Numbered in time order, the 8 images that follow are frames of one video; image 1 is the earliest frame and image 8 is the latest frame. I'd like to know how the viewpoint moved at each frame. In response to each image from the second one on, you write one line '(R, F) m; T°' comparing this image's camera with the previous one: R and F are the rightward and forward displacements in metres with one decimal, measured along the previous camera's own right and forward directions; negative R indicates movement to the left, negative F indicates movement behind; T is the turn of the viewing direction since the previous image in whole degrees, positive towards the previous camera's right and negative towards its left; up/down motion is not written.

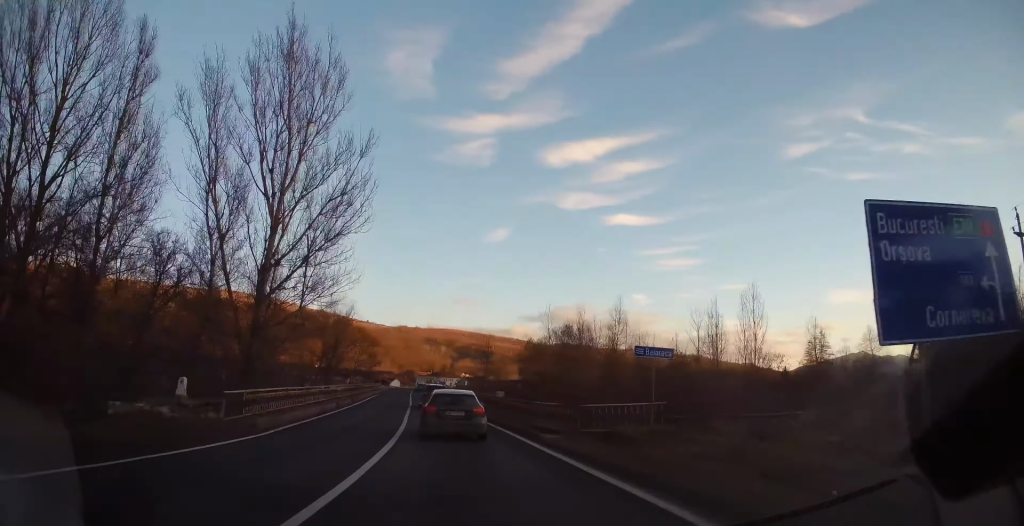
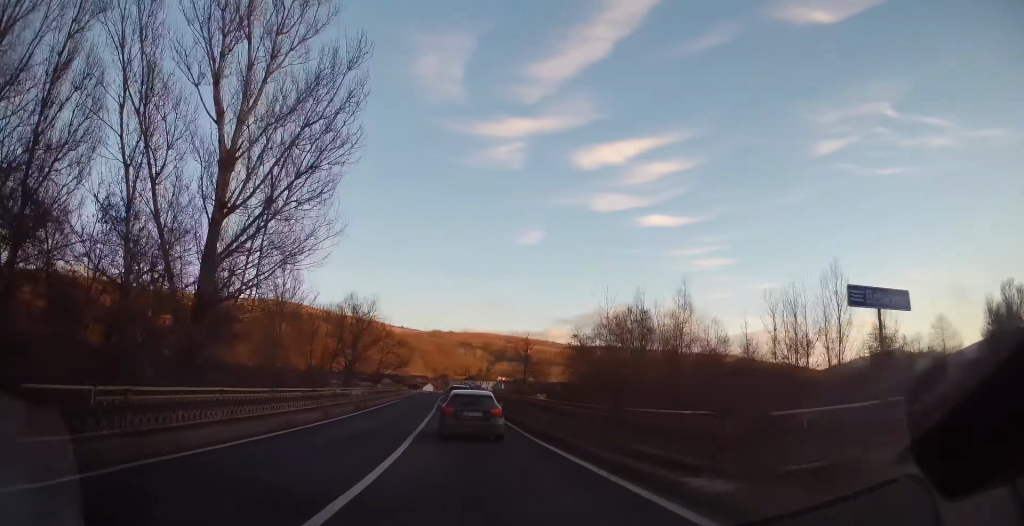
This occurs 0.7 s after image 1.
(-0.6, +9.2) m; -3°
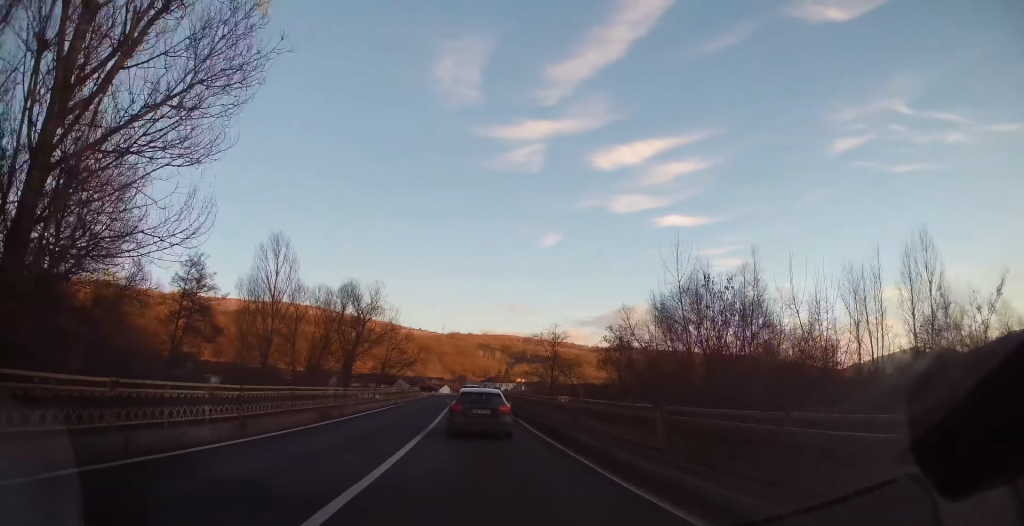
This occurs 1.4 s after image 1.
(-0.3, +9.8) m; -1°
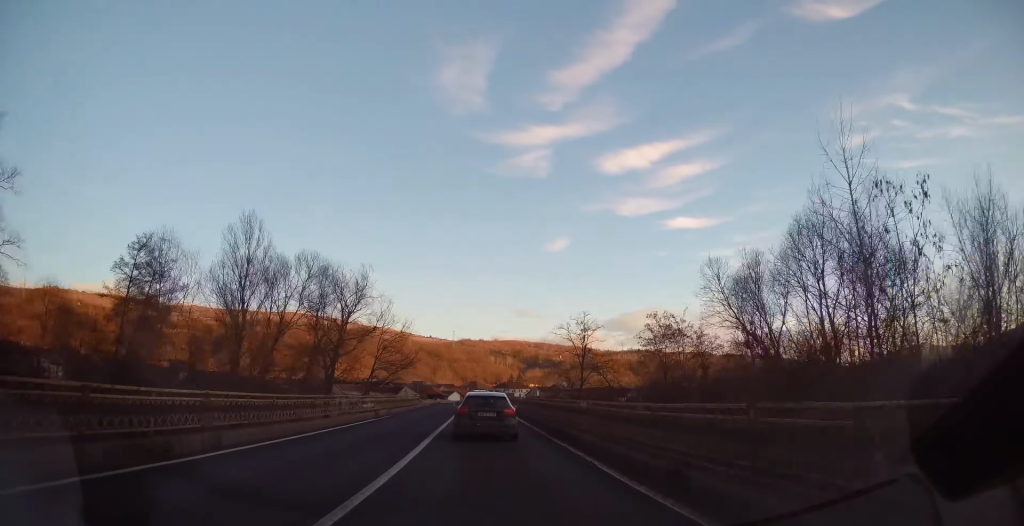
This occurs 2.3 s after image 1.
(+0.1, +12.1) m; 0°
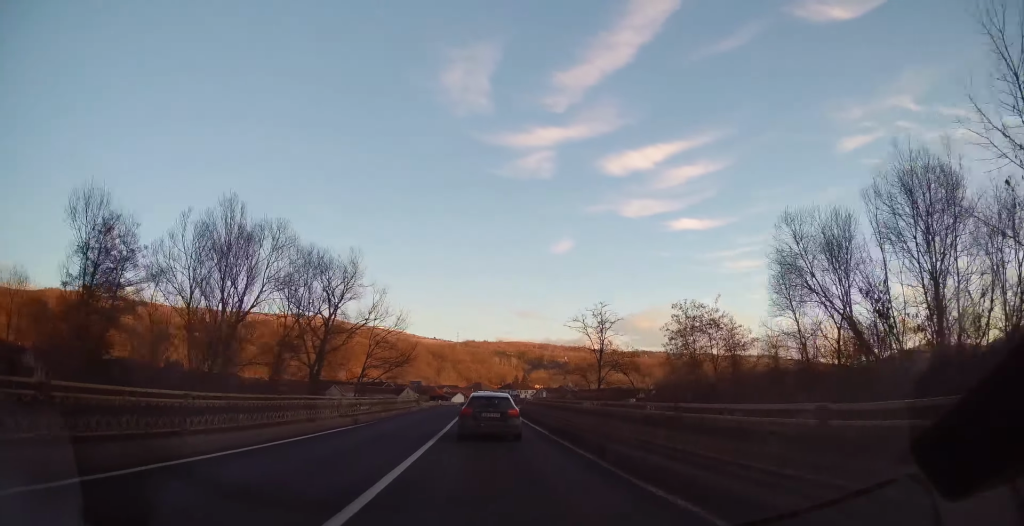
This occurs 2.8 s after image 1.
(-0.1, +5.9) m; -1°
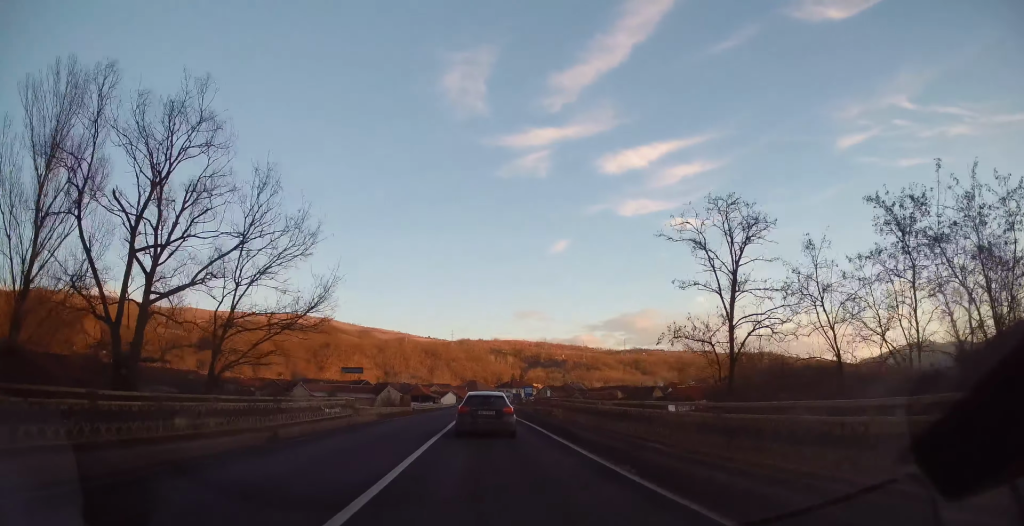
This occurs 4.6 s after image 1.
(-0.4, +25.3) m; -1°
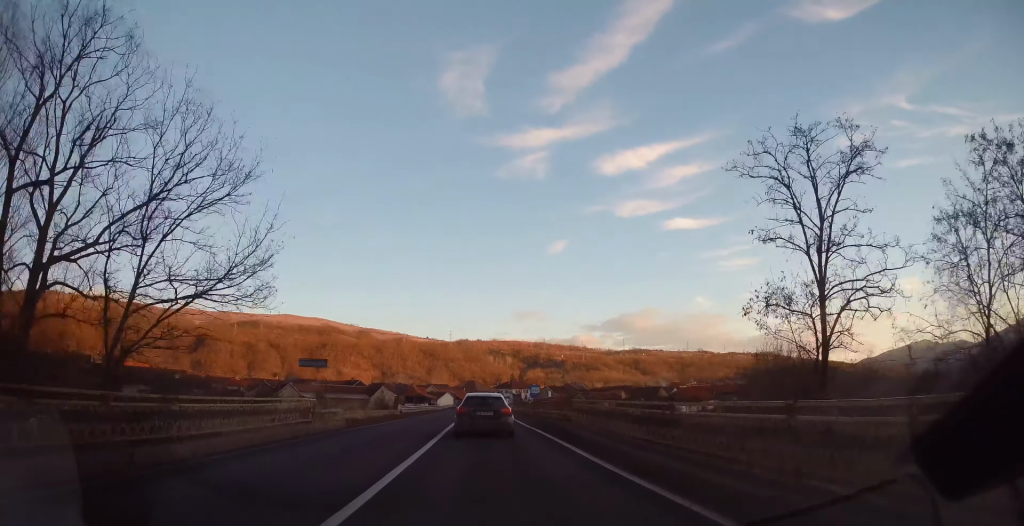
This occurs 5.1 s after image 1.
(+0.1, +6.5) m; 0°
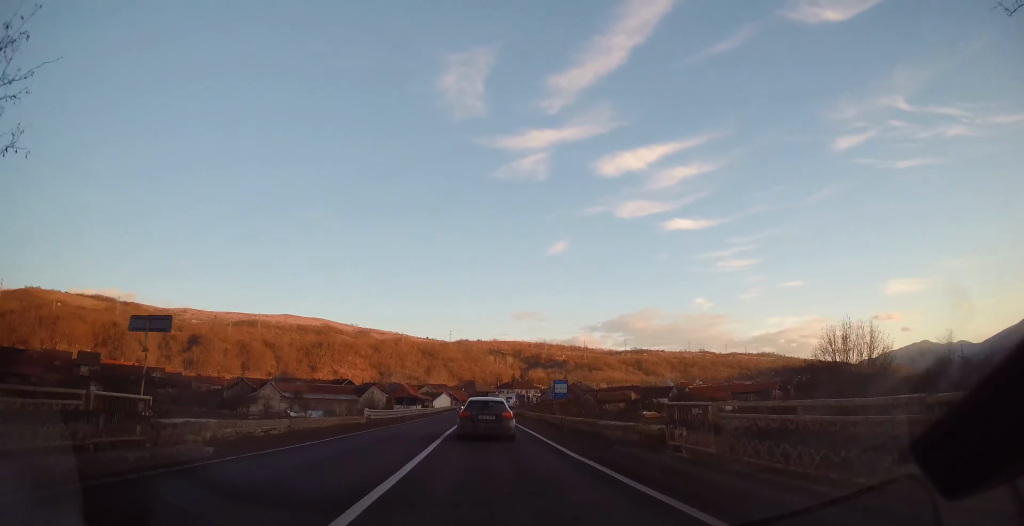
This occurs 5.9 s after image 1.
(-0.2, +11.8) m; +1°
